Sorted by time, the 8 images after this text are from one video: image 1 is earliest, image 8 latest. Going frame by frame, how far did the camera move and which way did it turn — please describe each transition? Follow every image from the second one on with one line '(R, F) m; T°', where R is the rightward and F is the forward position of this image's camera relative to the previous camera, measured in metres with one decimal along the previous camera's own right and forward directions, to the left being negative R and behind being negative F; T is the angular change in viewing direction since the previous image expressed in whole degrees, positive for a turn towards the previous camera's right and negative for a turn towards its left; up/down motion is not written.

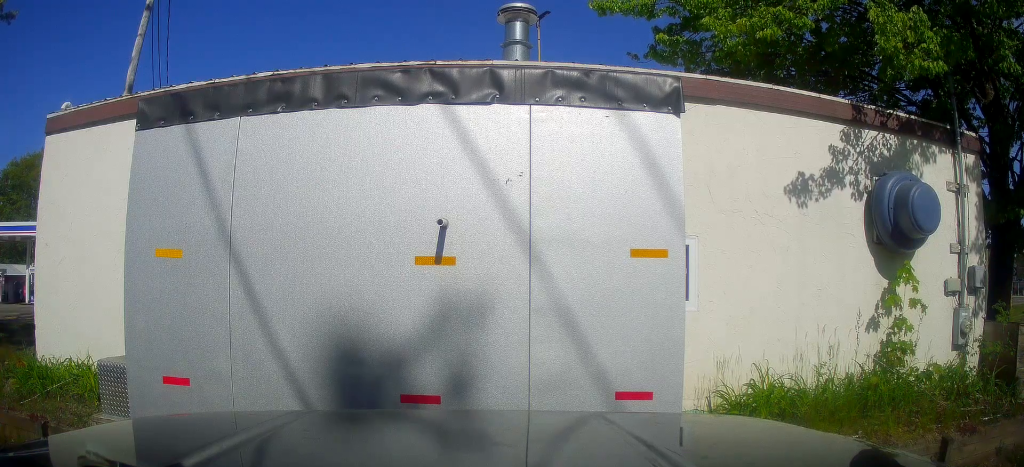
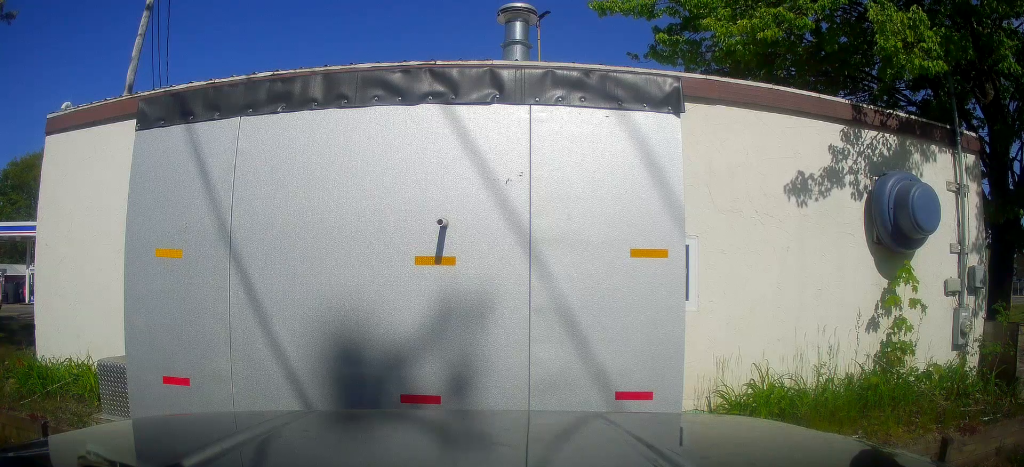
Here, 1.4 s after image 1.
(0.0, 0.0) m; 0°
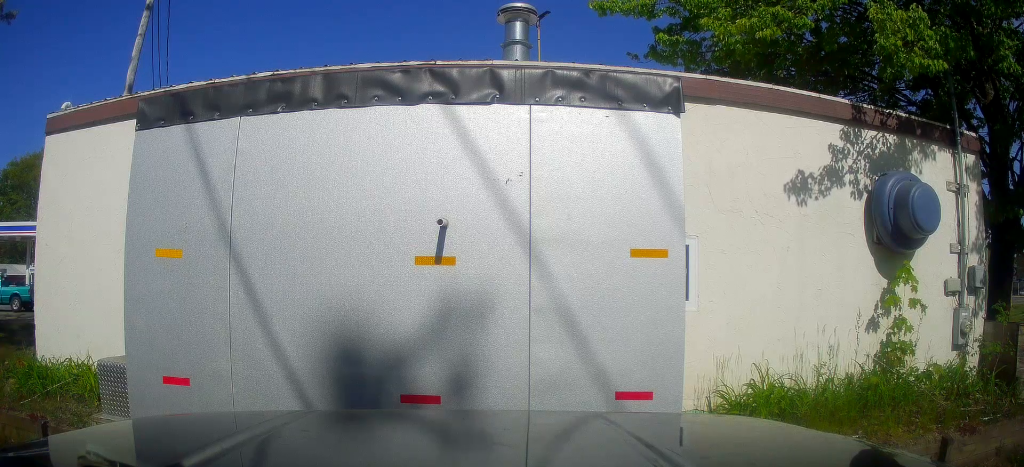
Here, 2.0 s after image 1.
(0.0, 0.0) m; 0°
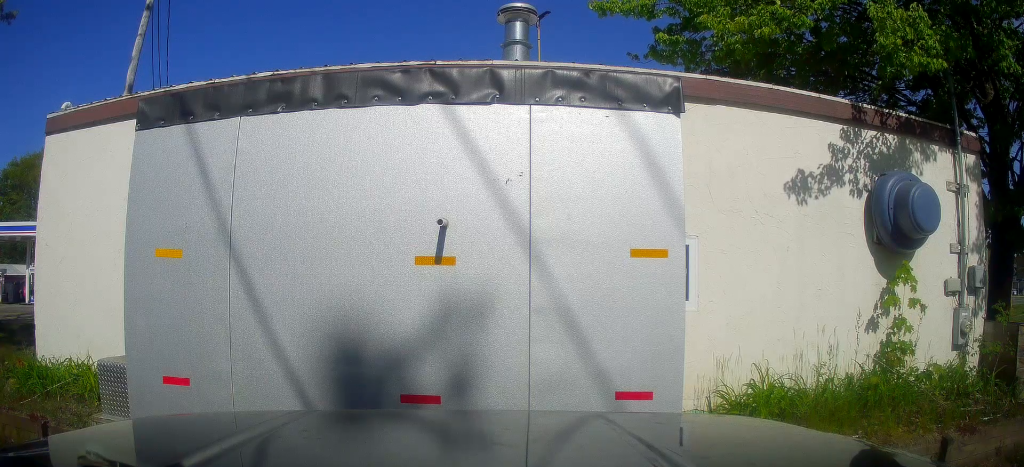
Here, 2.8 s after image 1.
(0.0, 0.0) m; 0°
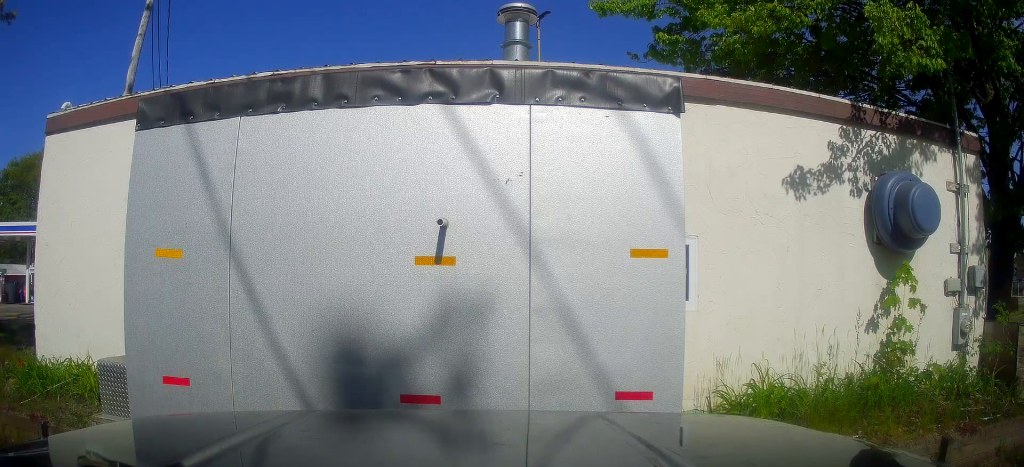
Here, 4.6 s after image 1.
(0.0, 0.0) m; 0°
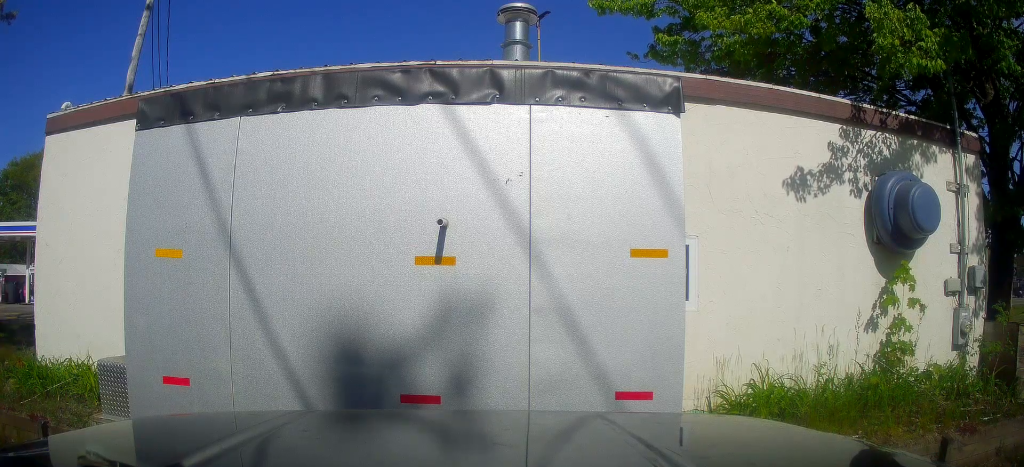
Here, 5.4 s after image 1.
(0.0, 0.0) m; 0°
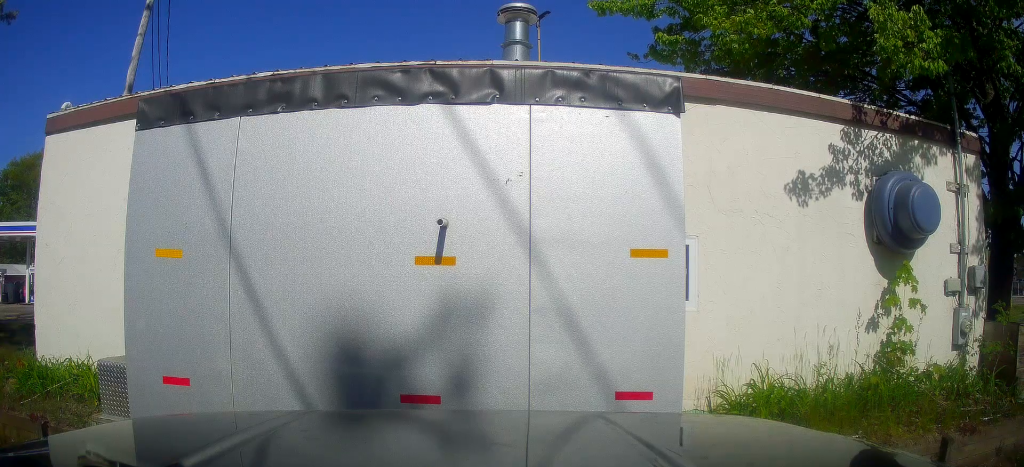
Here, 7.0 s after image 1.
(0.0, 0.0) m; 0°
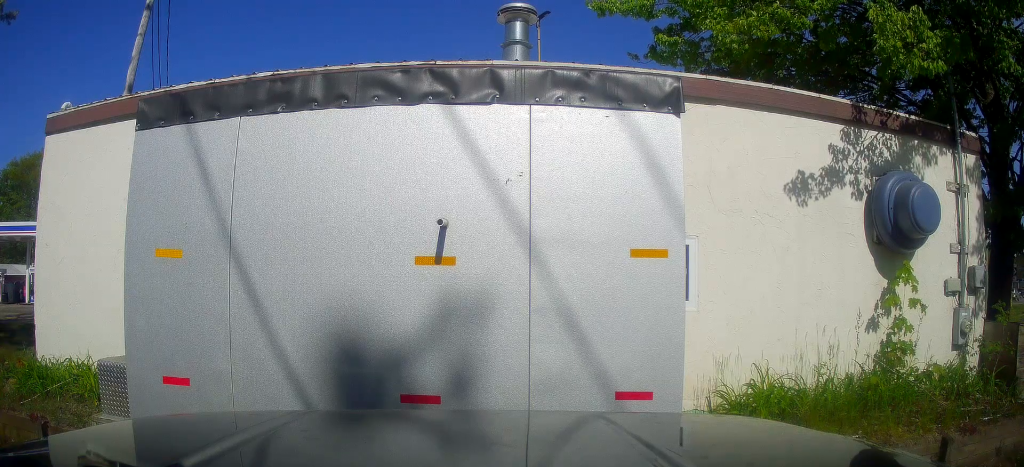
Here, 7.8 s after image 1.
(0.0, 0.0) m; 0°
